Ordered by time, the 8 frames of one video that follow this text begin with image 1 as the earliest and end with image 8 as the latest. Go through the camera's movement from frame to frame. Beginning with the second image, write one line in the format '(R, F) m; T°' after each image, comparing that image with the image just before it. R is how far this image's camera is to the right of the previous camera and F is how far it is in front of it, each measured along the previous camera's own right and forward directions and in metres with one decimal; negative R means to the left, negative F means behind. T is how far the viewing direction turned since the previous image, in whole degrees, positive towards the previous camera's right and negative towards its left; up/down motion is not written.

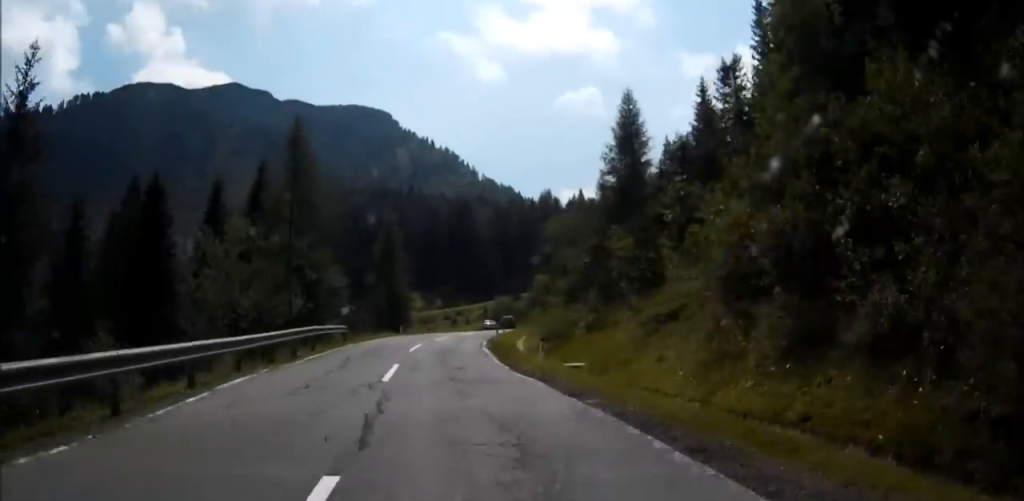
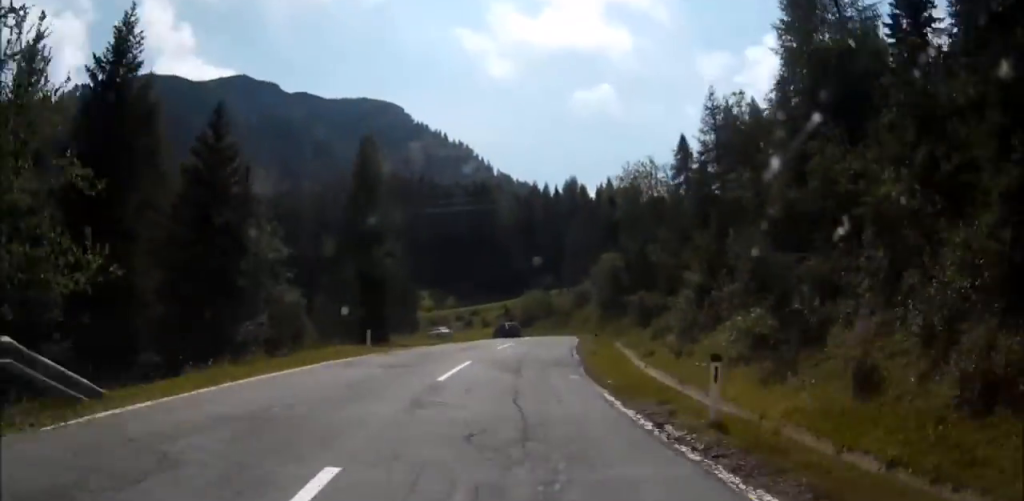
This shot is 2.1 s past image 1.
(-1.5, +30.0) m; 0°
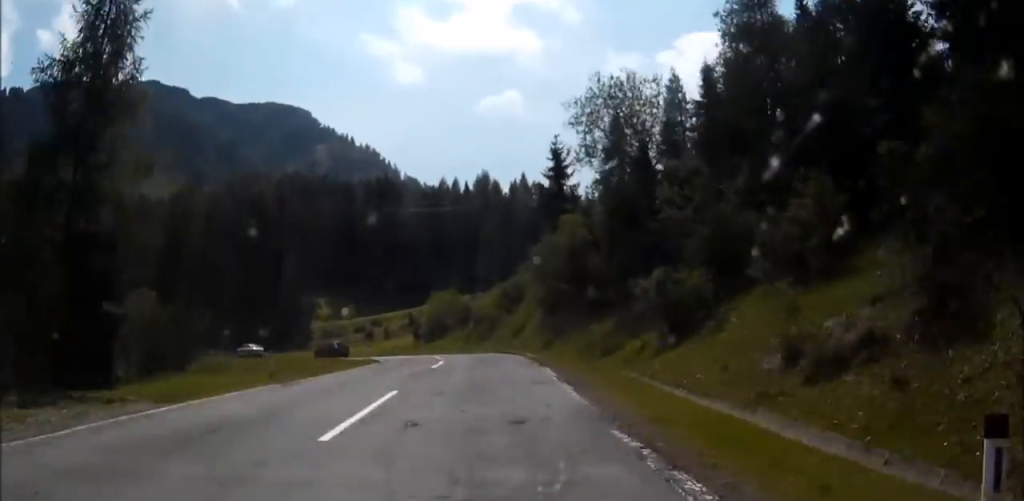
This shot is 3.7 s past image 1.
(+0.9, +21.9) m; +3°
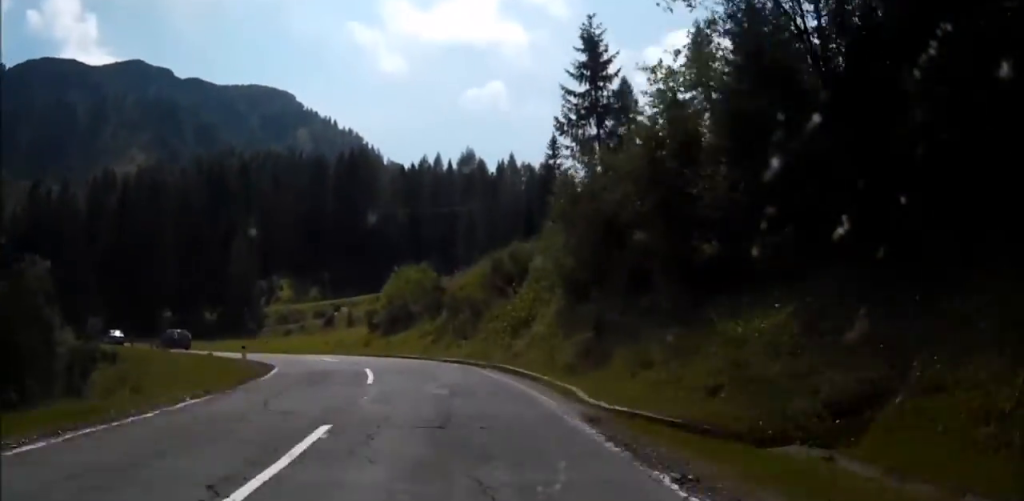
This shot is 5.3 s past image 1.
(+0.7, +20.0) m; -4°
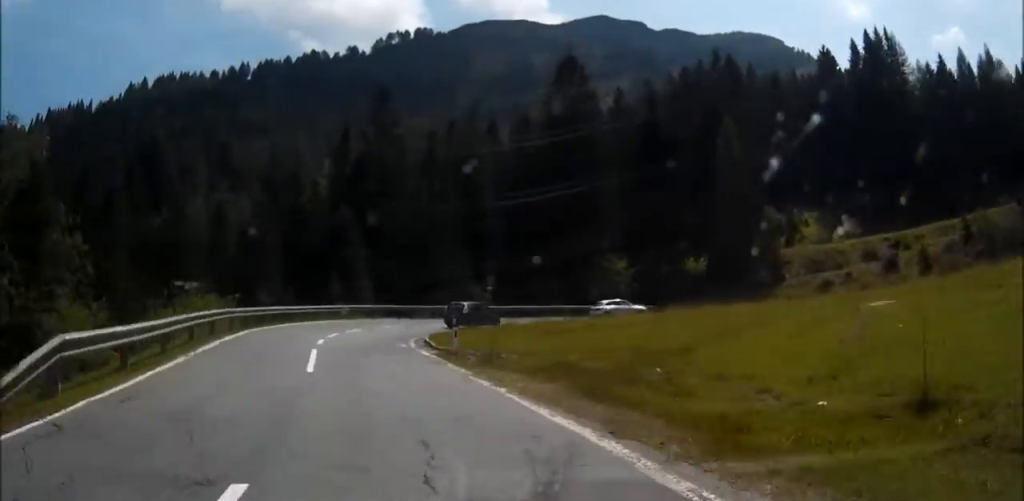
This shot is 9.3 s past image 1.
(-13.9, +44.1) m; -36°
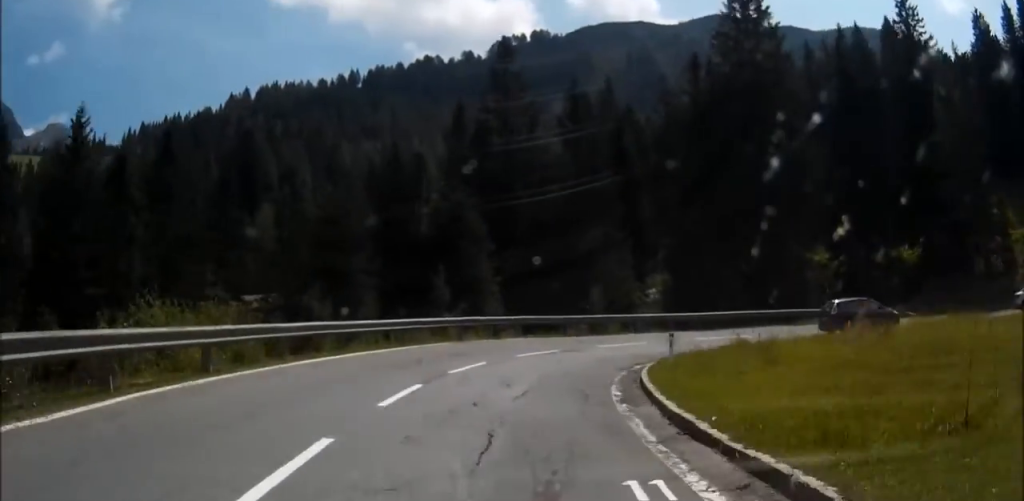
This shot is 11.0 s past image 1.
(-1.4, +16.6) m; +3°
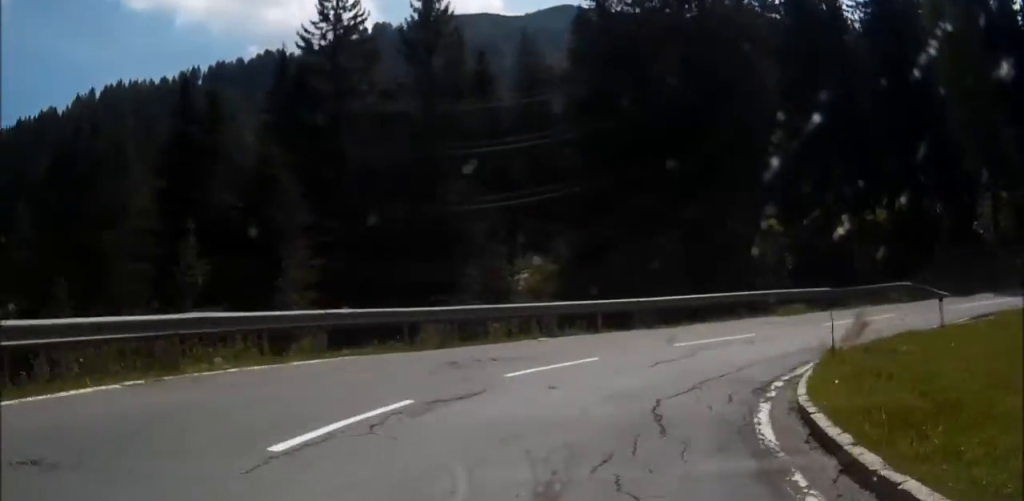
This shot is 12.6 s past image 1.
(+1.4, +14.1) m; +22°
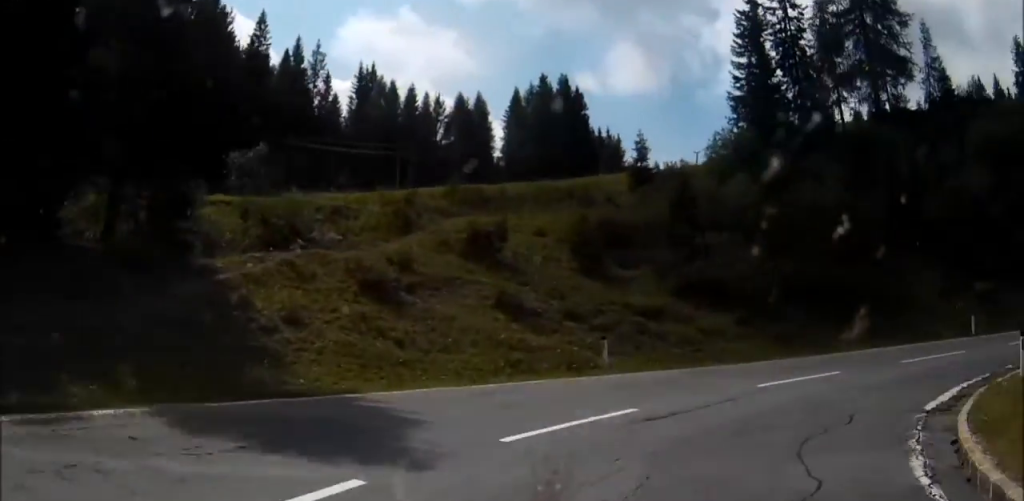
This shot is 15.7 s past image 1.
(+11.1, +18.0) m; +84°
